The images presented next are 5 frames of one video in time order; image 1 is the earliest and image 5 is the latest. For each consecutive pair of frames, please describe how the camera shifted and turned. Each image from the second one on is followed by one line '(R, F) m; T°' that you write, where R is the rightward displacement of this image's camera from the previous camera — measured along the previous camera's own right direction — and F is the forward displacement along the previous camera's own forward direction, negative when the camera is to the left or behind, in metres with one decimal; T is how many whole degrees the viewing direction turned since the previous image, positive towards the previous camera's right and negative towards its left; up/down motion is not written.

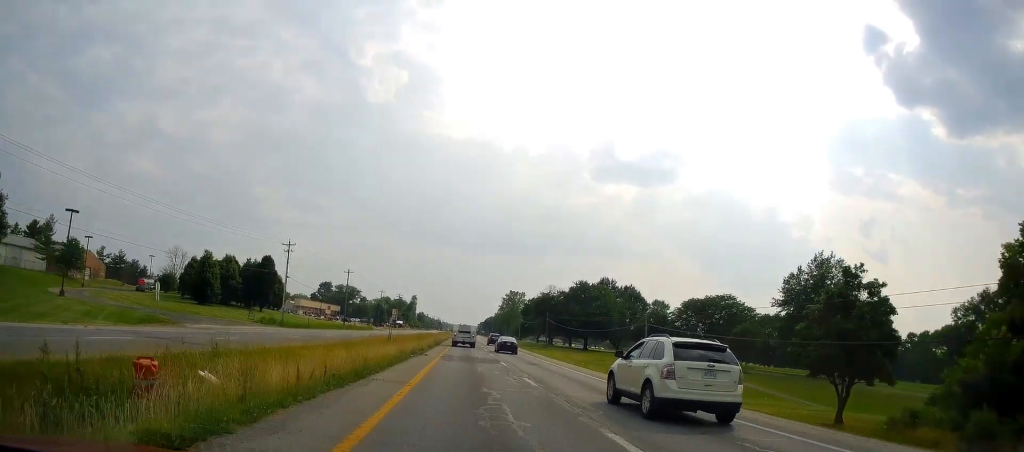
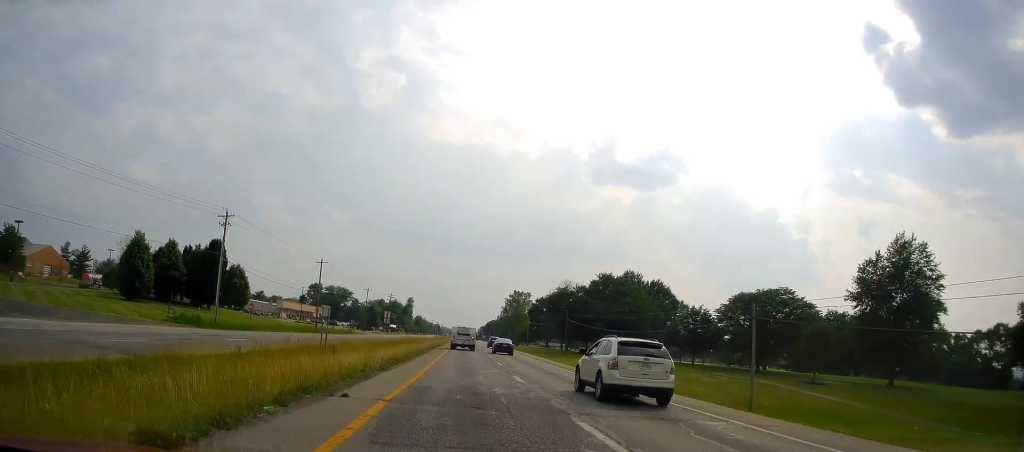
(+0.7, +23.0) m; +3°
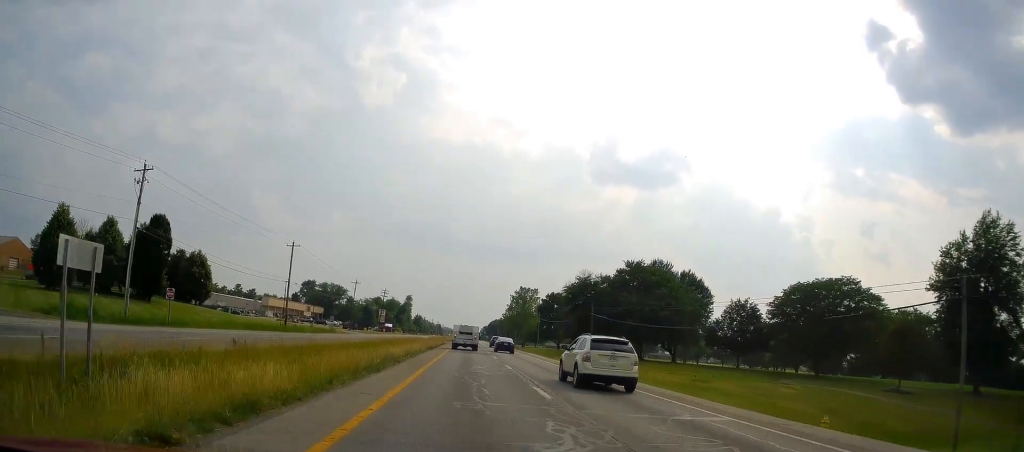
(+0.2, +18.4) m; -1°
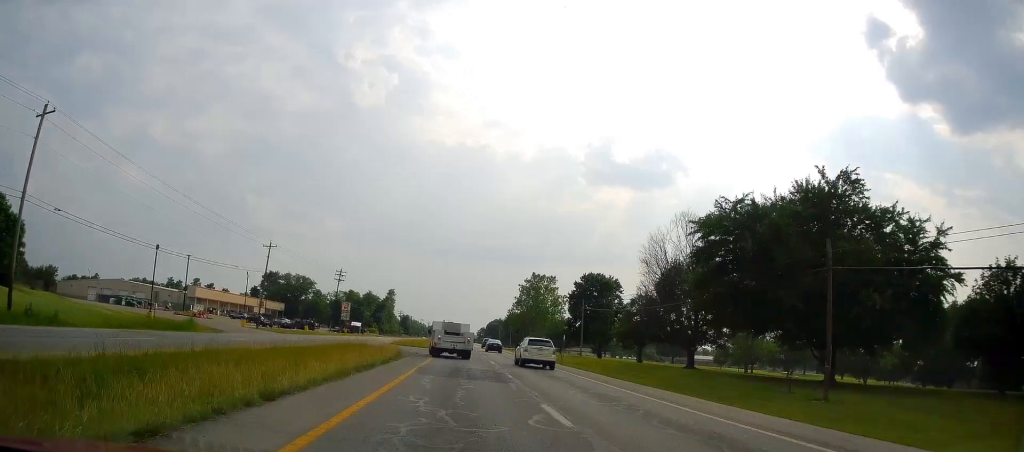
(+0.5, +55.4) m; +1°
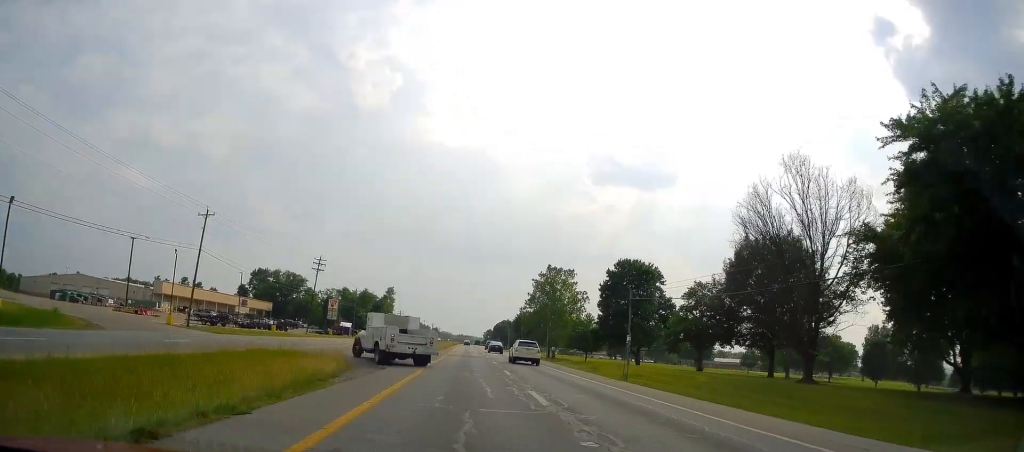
(-0.5, +21.4) m; 0°
